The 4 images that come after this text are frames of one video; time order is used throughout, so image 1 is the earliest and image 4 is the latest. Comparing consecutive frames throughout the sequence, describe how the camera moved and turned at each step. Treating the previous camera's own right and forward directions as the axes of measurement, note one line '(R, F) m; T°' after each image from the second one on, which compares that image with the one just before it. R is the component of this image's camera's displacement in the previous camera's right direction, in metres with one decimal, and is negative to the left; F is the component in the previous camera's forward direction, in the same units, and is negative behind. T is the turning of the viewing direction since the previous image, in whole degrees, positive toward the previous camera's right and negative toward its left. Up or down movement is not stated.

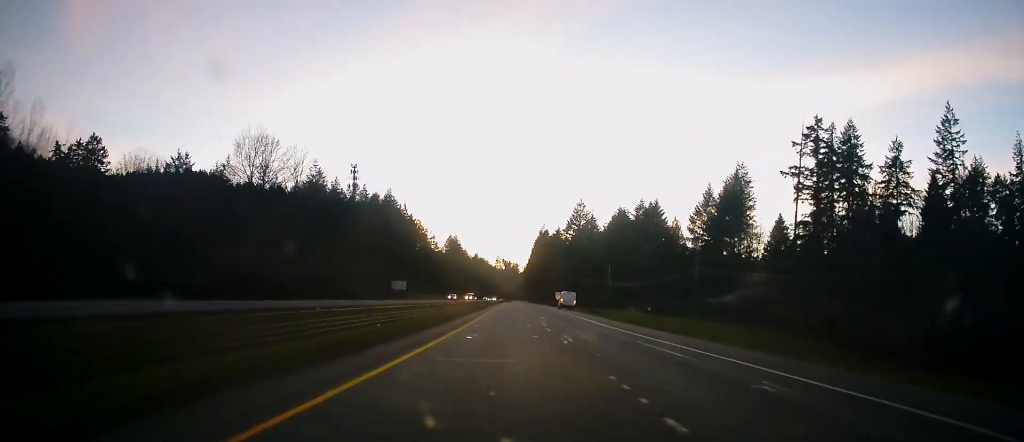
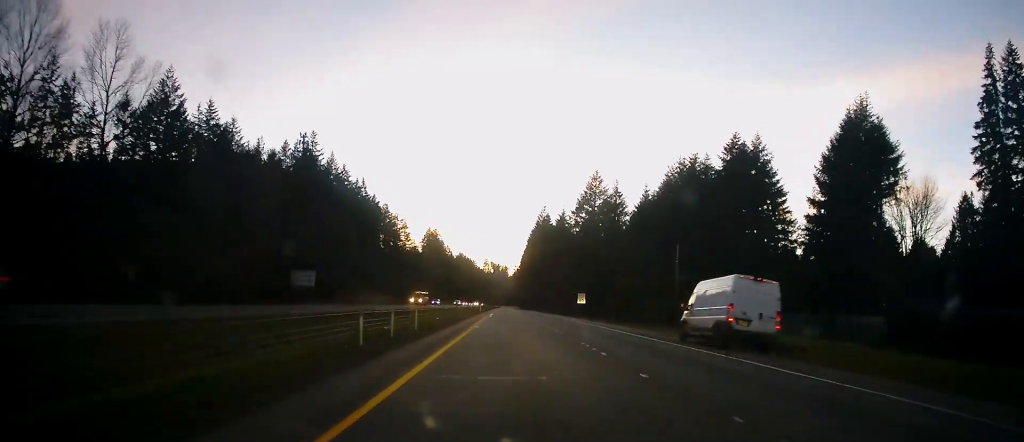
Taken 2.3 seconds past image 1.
(-1.0, +66.5) m; 0°
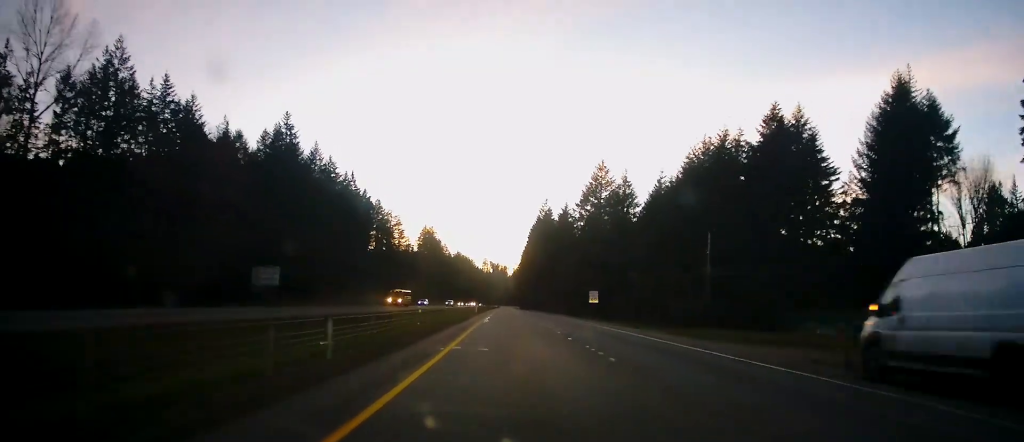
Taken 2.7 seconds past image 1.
(-0.1, +13.7) m; +1°
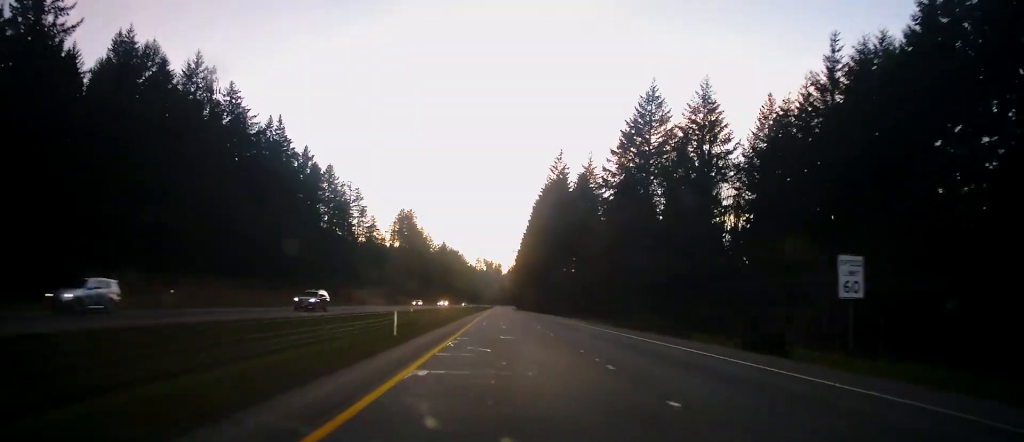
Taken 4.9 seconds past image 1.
(+0.5, +64.1) m; 0°
